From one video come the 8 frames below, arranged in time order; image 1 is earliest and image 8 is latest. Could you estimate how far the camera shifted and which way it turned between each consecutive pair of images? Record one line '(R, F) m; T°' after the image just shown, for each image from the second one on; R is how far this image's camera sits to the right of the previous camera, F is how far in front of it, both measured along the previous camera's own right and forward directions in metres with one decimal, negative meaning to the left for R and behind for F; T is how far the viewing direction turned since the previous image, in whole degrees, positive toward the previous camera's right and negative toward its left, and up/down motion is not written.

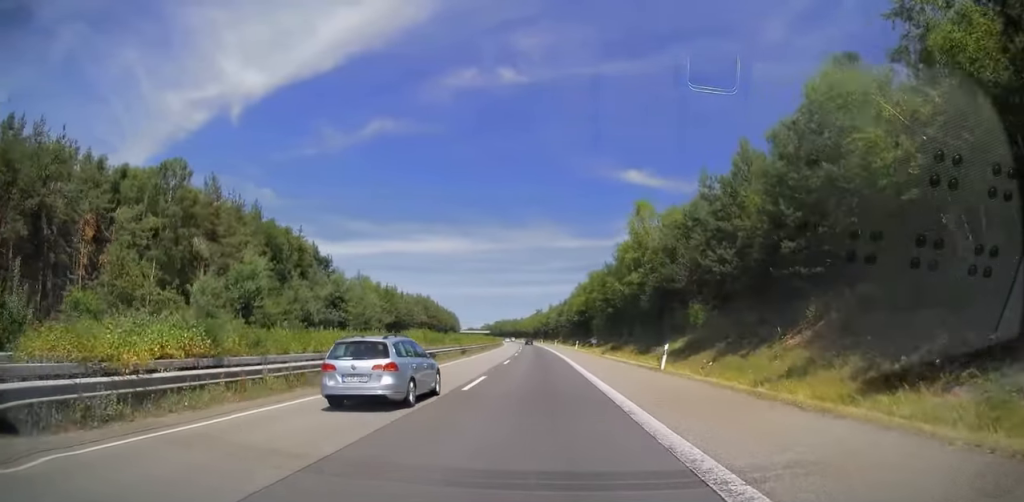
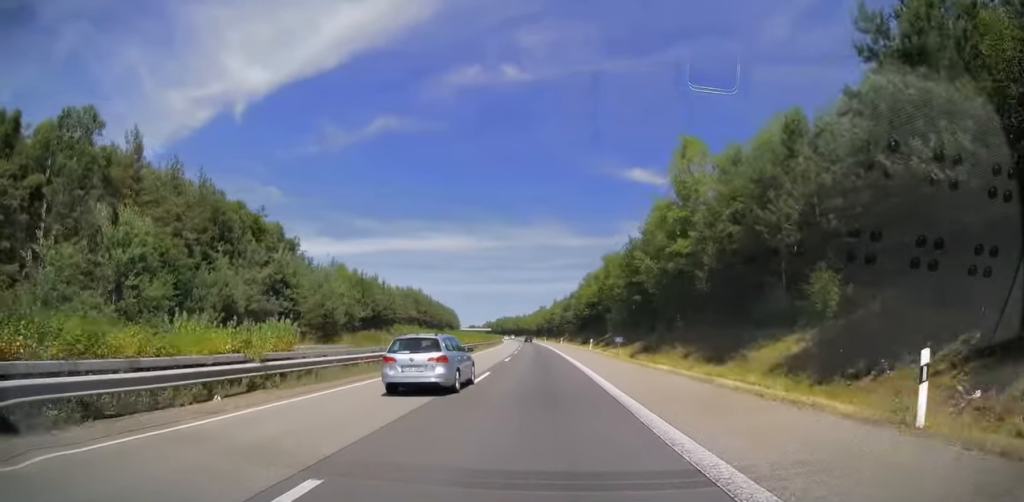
(0.0, +17.1) m; 0°
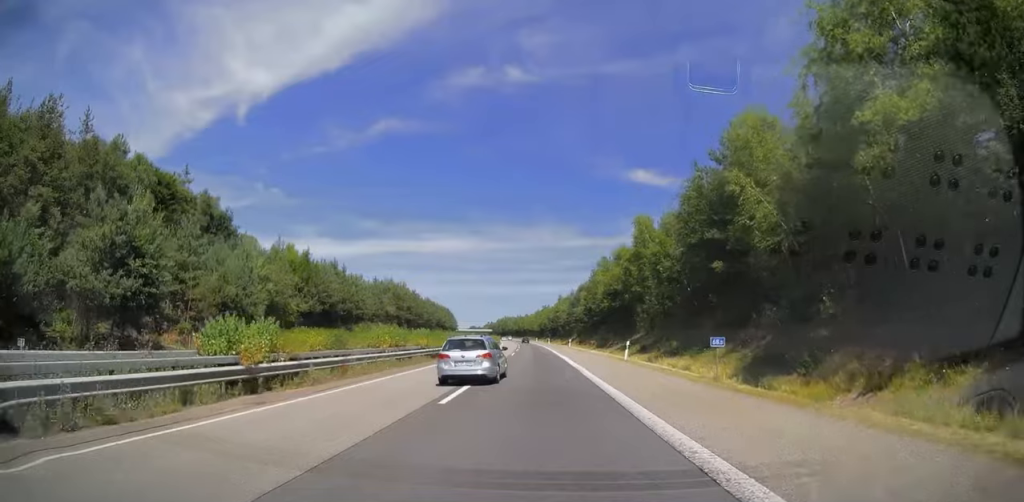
(-0.1, +23.1) m; 0°
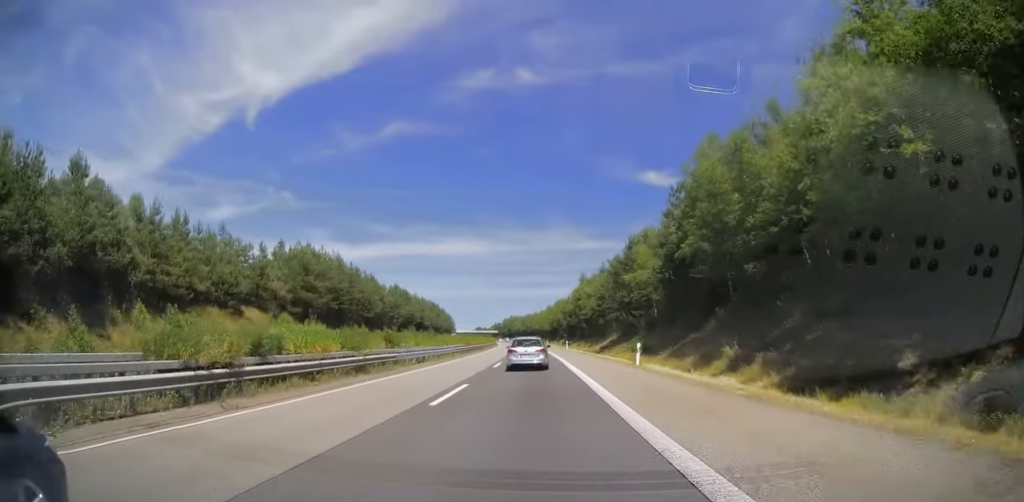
(-0.4, +54.1) m; -1°
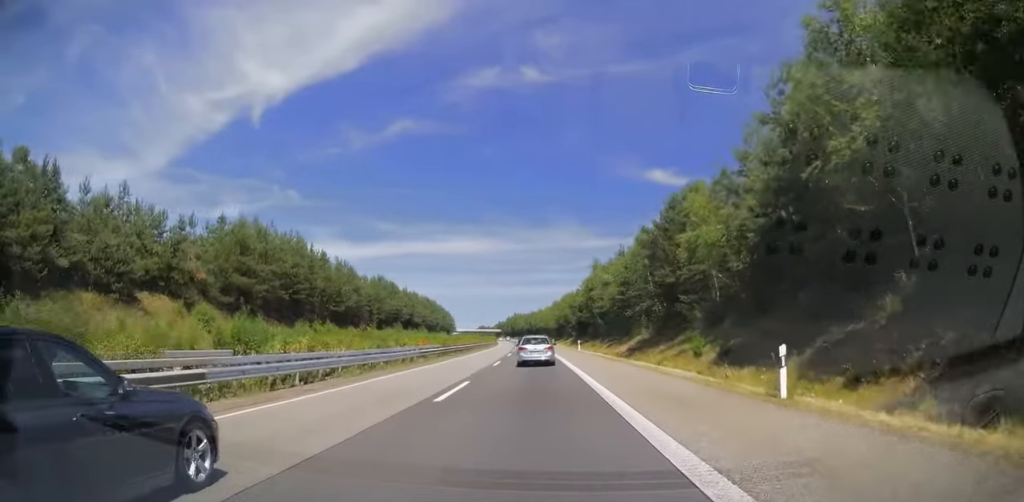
(0.0, +17.6) m; -1°
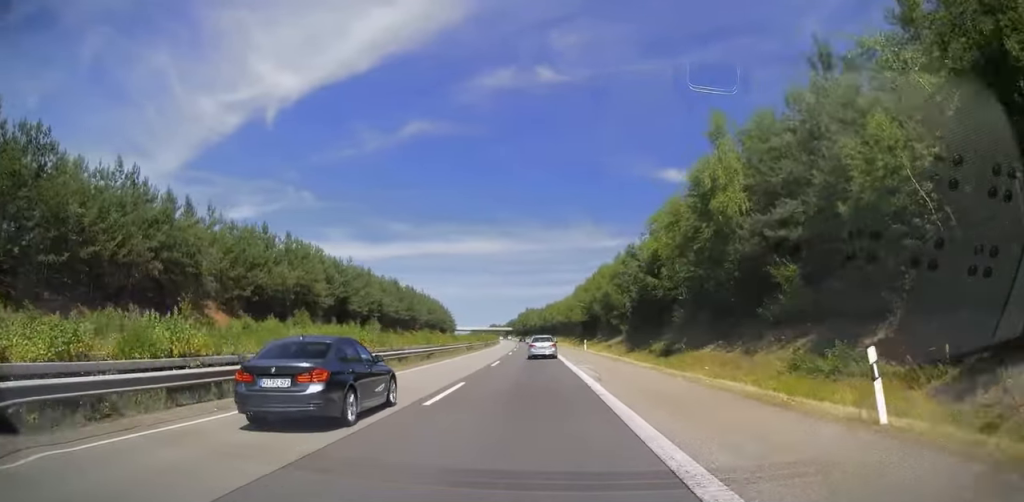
(-0.9, +55.1) m; -1°
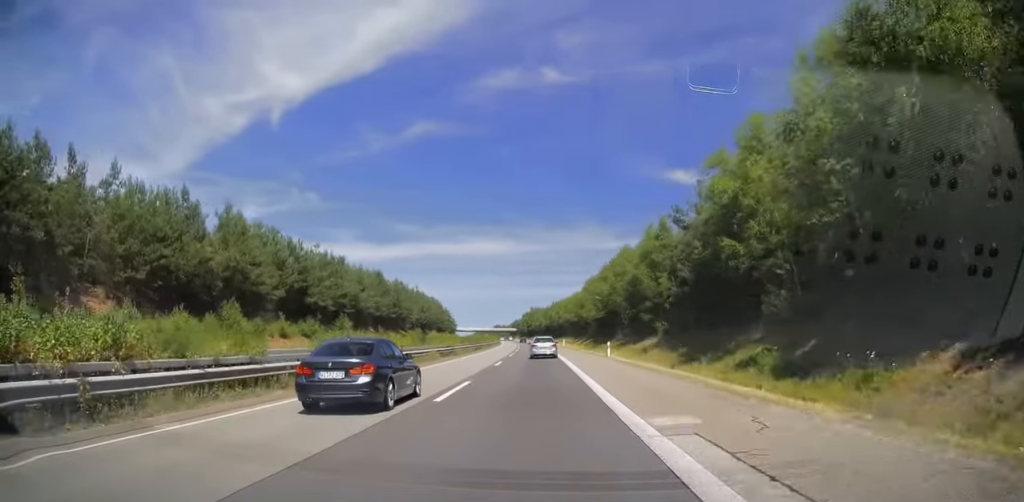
(0.0, +16.9) m; 0°
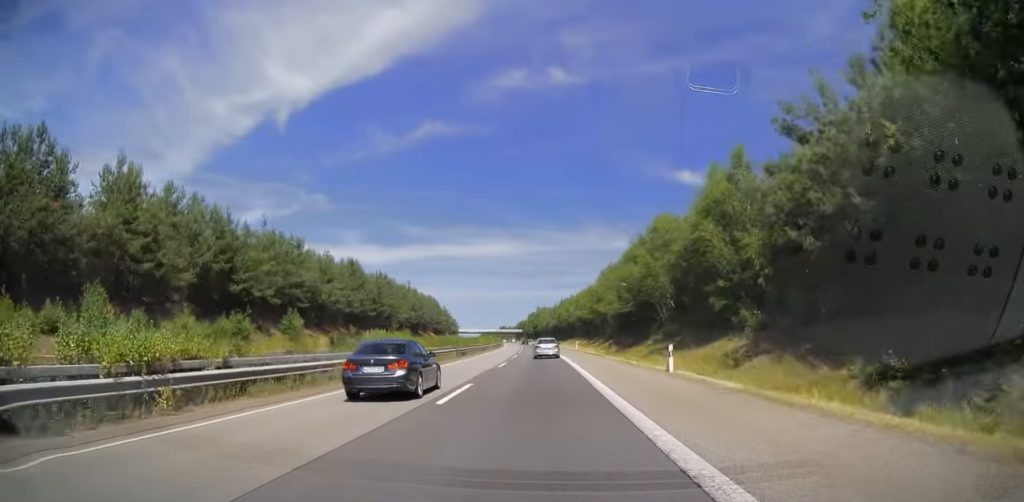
(0.0, +18.5) m; 0°
